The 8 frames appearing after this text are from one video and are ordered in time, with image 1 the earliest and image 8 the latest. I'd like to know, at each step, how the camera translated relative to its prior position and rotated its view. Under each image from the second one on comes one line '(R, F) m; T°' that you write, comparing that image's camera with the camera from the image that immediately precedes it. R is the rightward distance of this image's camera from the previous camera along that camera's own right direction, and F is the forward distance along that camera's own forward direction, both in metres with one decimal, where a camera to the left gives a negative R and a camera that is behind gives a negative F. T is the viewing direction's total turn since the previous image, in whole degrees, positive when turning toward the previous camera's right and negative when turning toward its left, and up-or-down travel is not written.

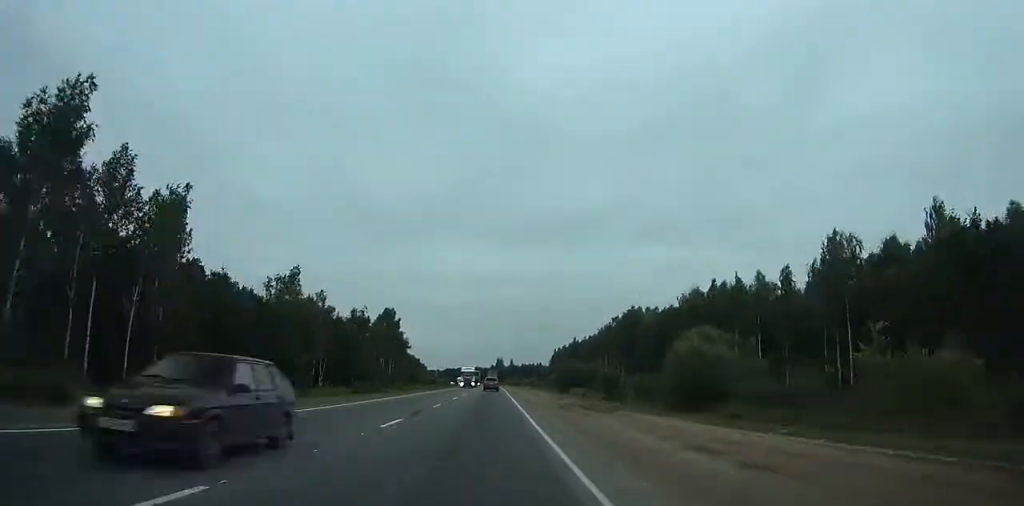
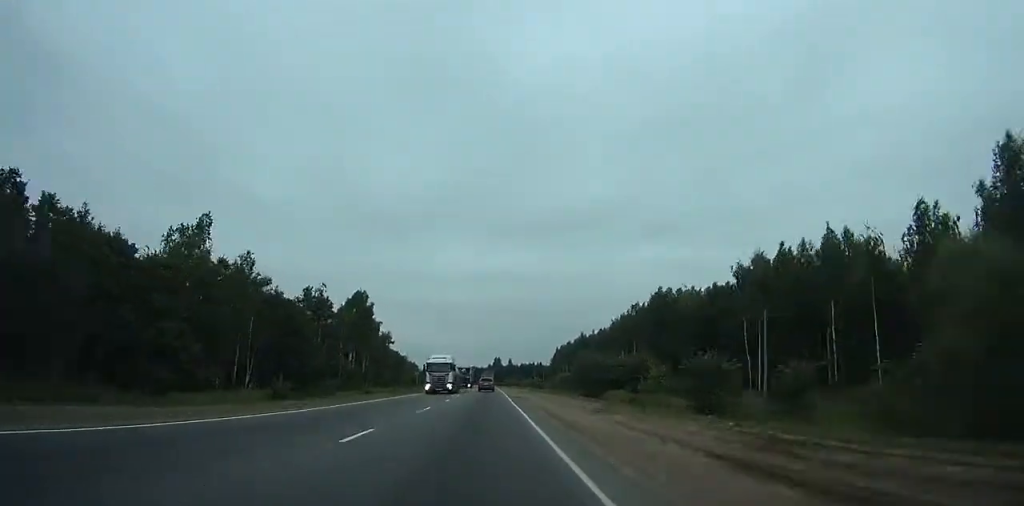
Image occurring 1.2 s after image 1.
(0.0, +26.2) m; 0°
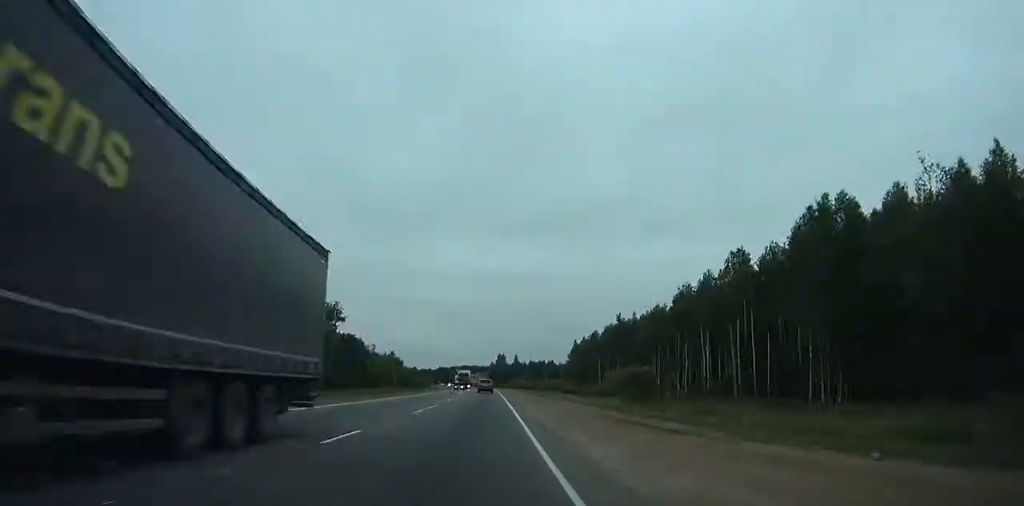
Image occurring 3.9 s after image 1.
(0.0, +60.3) m; 0°
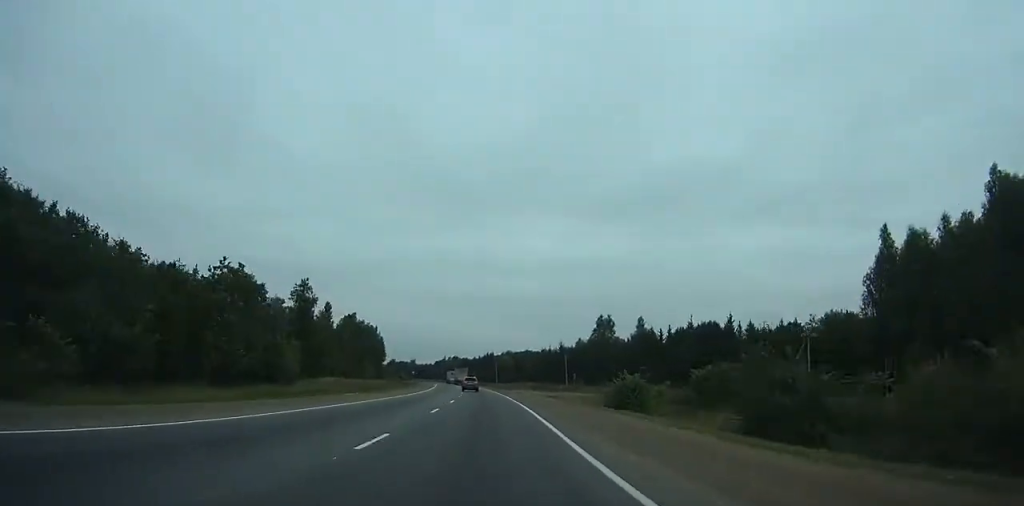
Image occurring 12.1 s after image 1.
(-6.3, +188.1) m; -6°
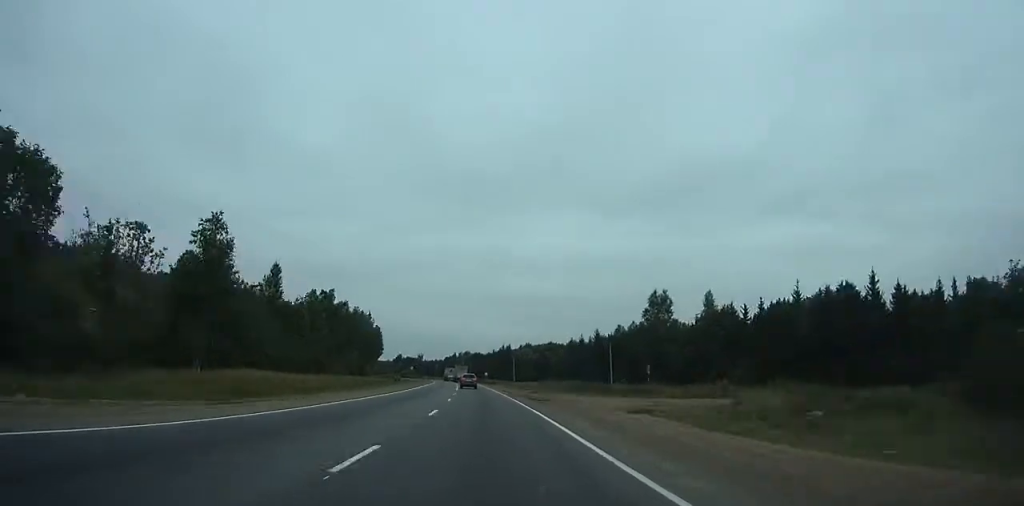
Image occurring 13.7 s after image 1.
(-0.2, +37.2) m; -2°
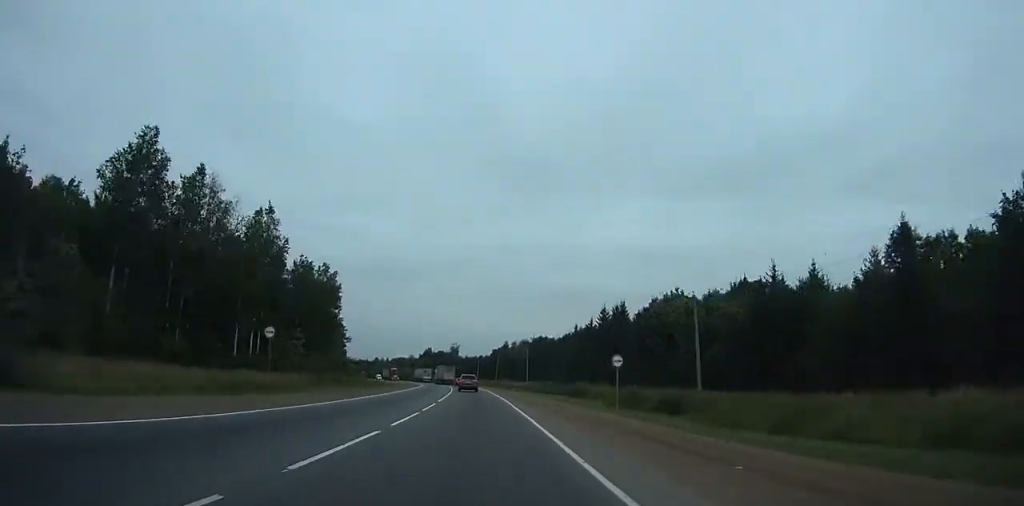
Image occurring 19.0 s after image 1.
(-6.7, +122.5) m; -6°
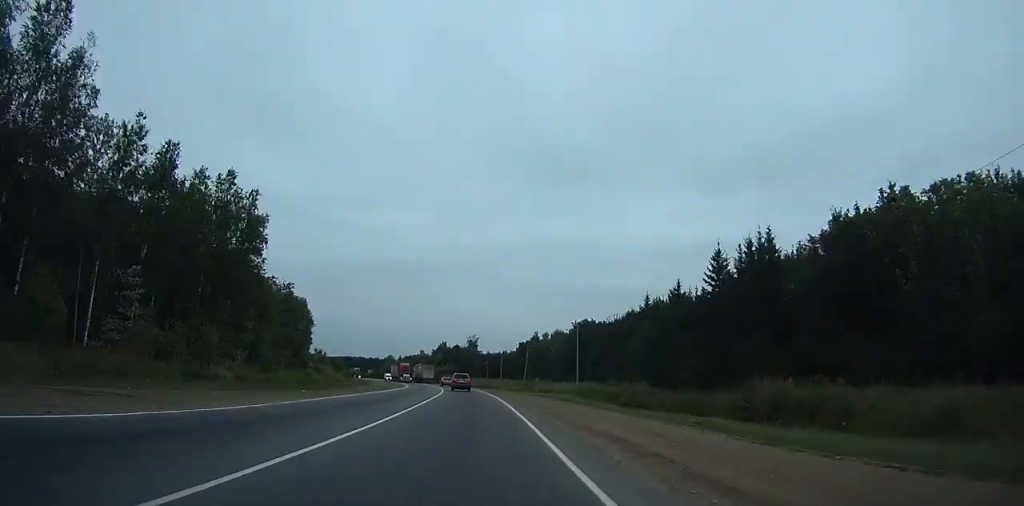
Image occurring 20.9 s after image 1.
(-0.9, +43.7) m; -3°
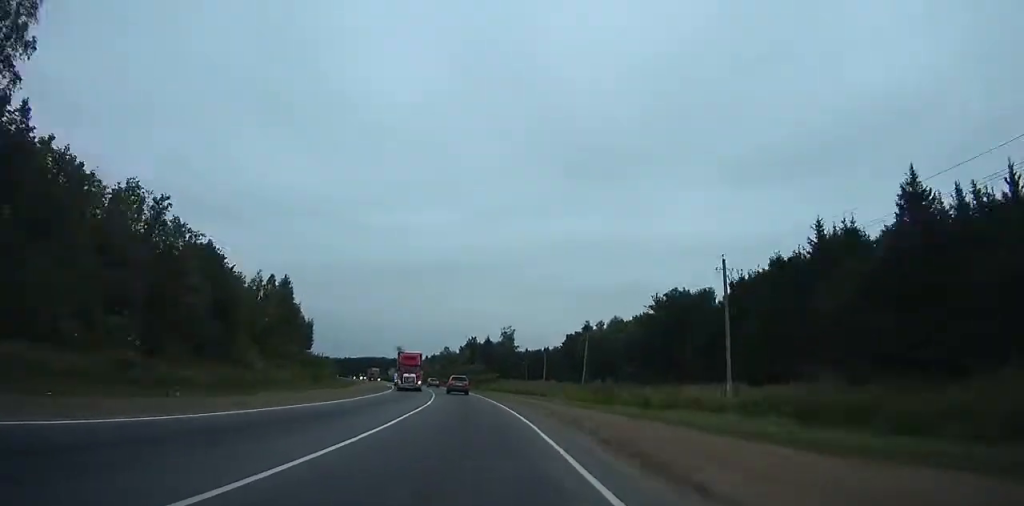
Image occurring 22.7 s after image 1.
(+0.1, +41.3) m; -3°
